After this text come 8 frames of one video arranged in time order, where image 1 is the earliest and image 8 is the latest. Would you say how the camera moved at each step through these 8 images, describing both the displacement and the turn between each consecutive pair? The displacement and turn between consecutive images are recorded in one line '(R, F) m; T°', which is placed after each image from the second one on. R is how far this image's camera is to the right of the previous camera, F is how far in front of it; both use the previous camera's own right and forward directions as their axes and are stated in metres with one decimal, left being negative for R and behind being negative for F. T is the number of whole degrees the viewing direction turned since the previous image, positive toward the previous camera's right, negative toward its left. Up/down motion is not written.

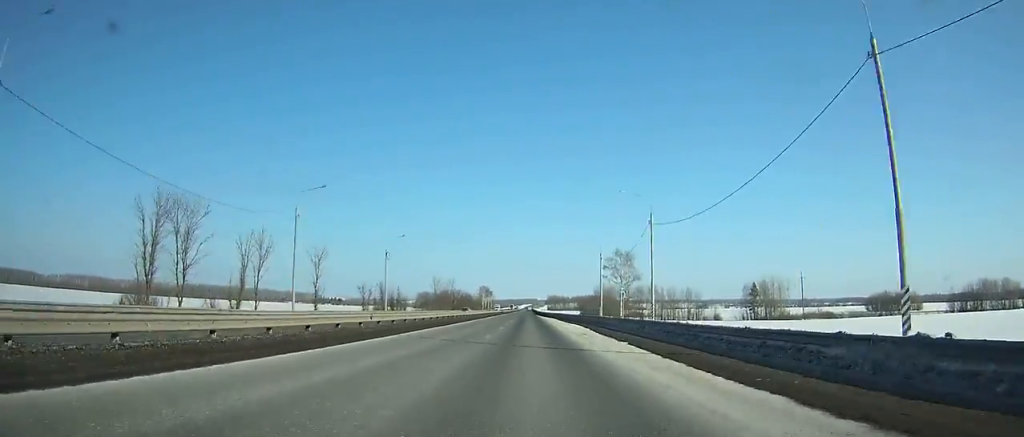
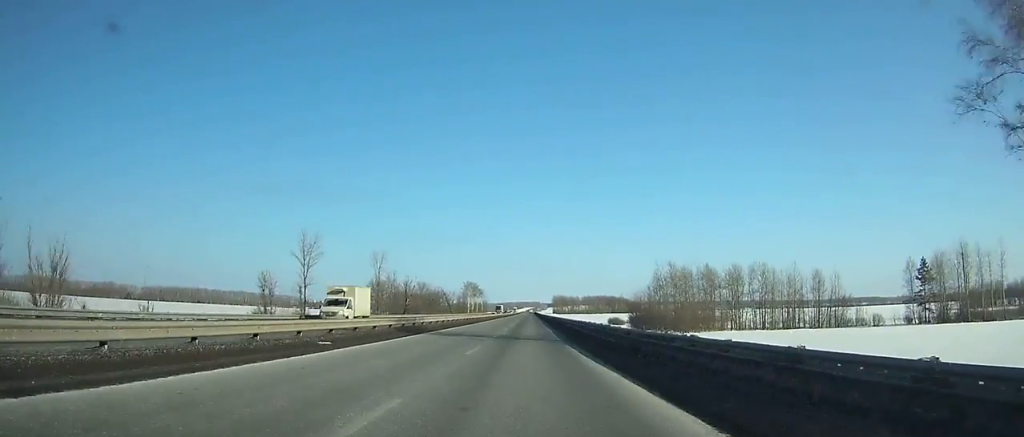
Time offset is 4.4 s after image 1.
(+0.3, +115.2) m; 0°
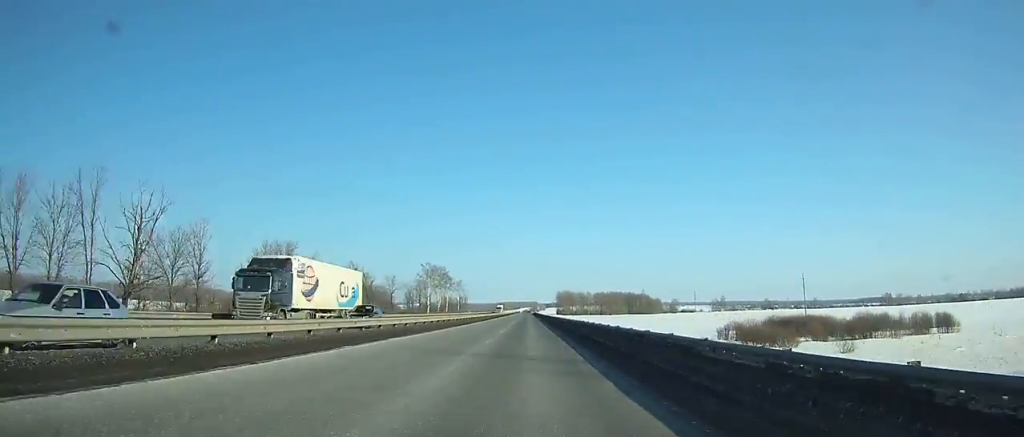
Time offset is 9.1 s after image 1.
(-0.3, +125.9) m; 0°
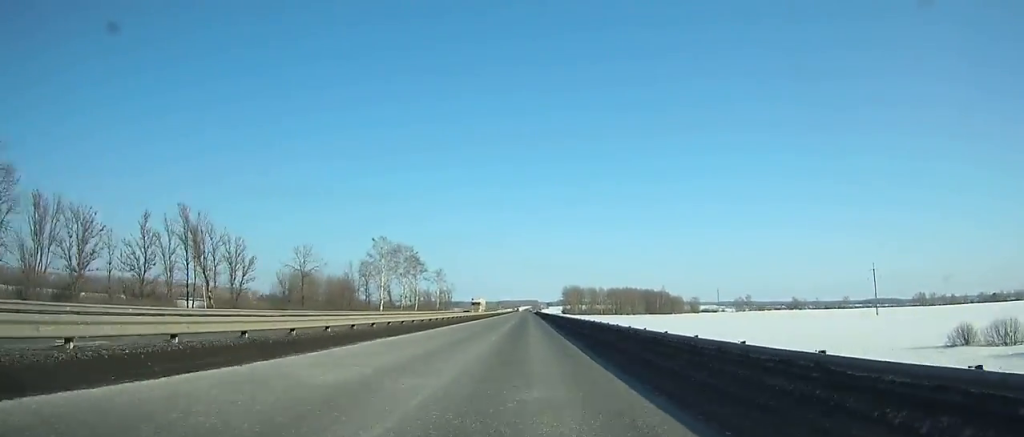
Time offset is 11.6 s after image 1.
(-0.1, +67.9) m; 0°
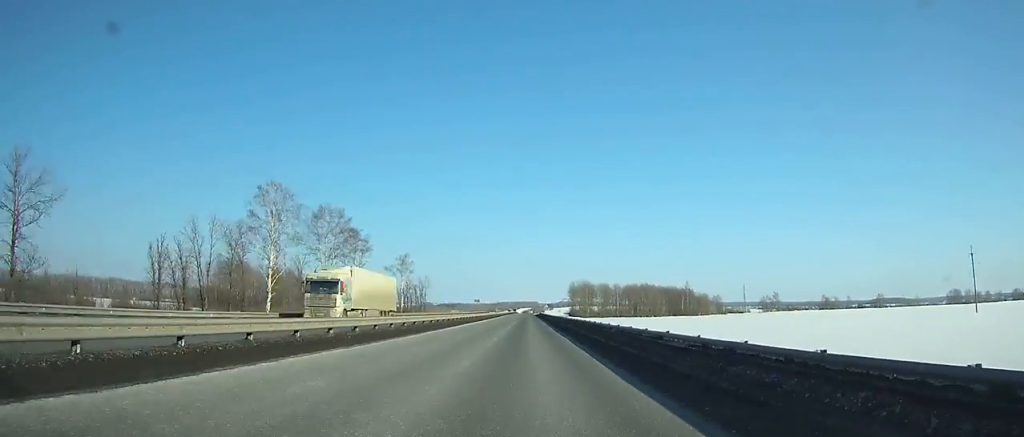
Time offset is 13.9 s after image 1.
(+0.1, +62.9) m; 0°
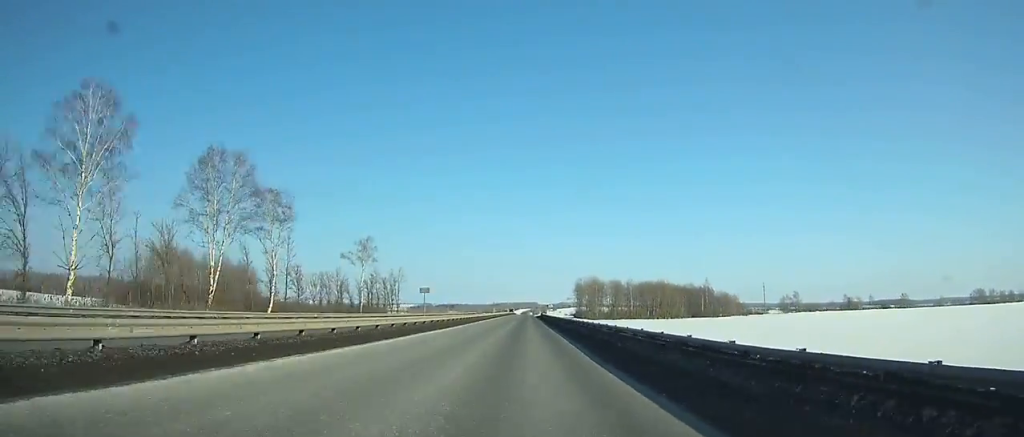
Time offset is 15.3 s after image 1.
(+0.1, +38.3) m; 0°
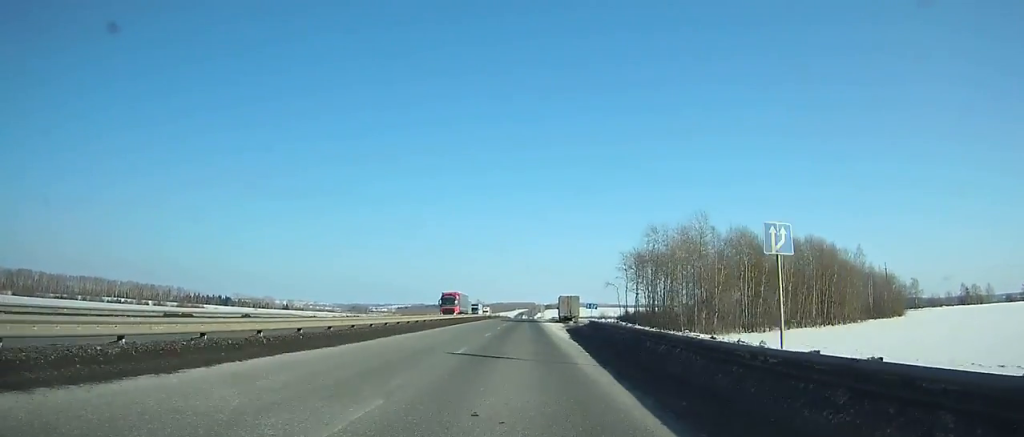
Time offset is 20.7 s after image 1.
(+0.2, +147.8) m; 0°
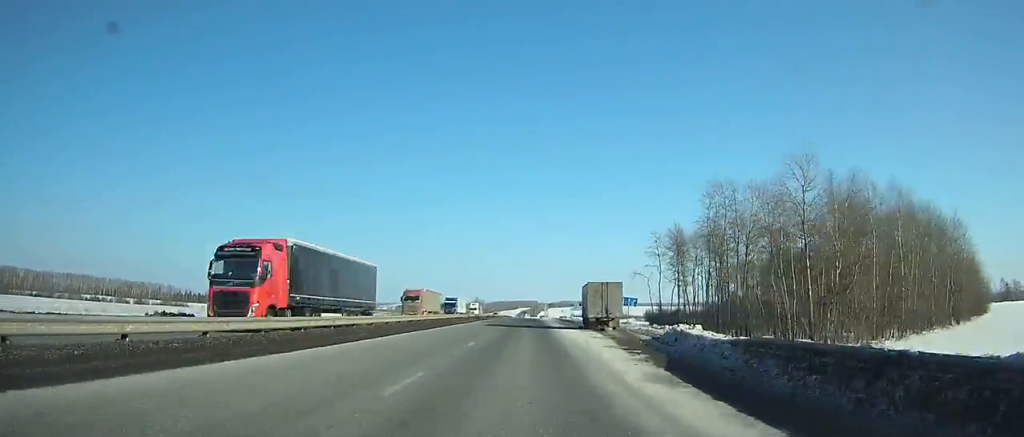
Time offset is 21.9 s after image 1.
(0.0, +32.7) m; 0°
